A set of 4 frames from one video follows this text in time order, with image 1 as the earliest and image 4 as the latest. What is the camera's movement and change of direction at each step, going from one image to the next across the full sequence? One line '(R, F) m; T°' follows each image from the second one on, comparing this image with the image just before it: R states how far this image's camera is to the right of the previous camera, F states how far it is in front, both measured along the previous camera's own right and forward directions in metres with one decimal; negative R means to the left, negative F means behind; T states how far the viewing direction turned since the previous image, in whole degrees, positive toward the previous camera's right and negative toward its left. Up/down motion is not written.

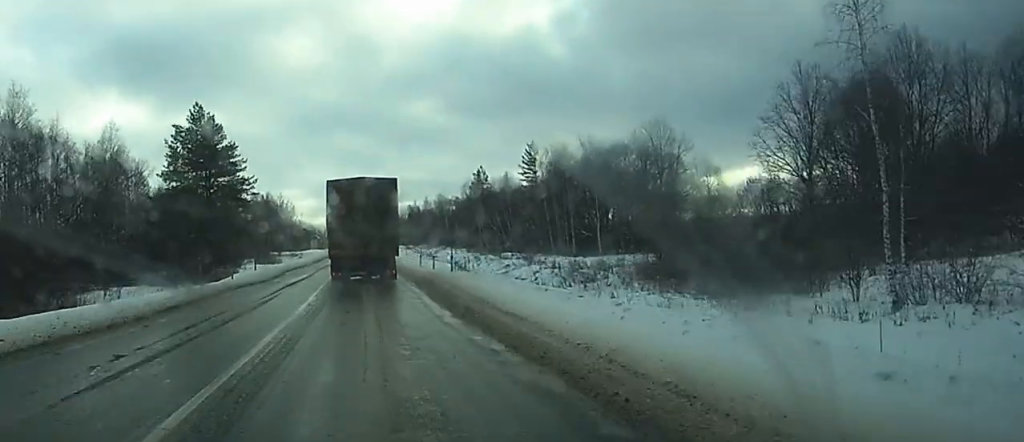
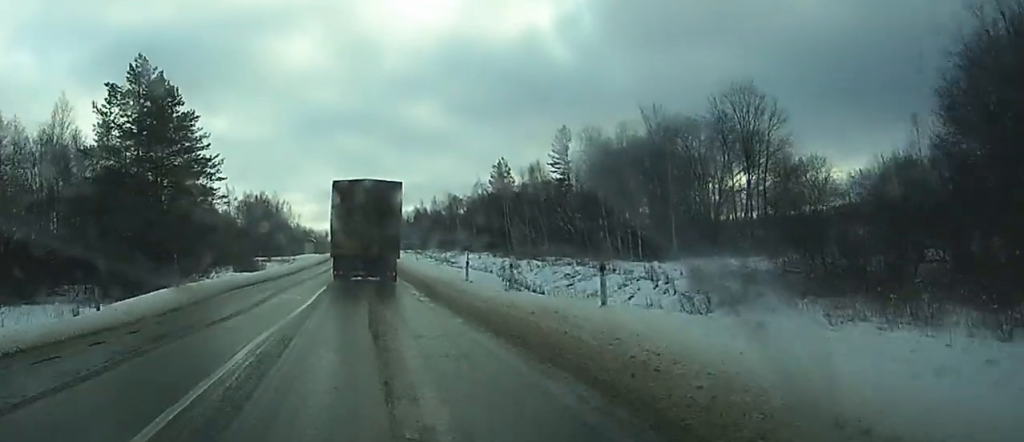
(0.0, +24.3) m; 0°
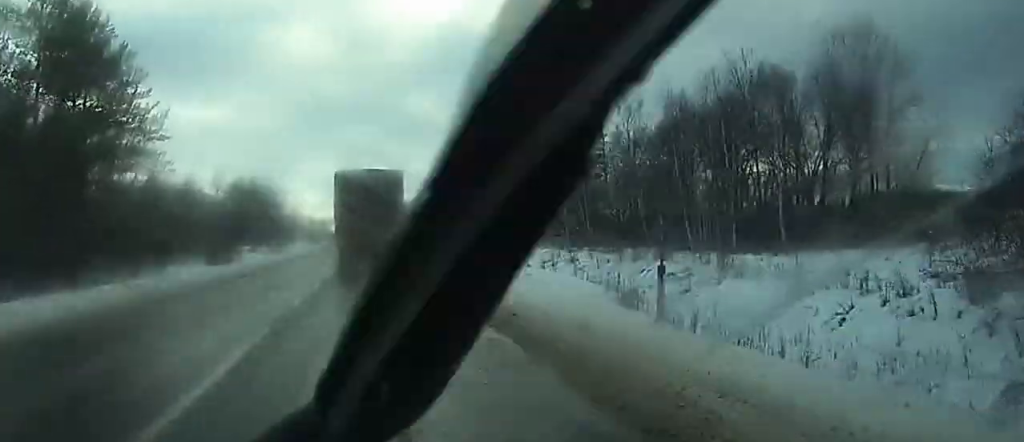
(-0.1, +20.9) m; 0°
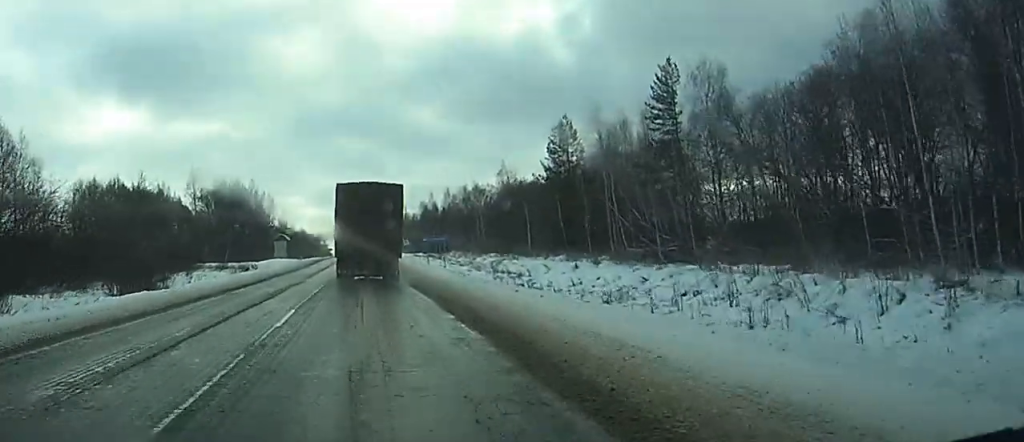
(0.0, +29.7) m; 0°
